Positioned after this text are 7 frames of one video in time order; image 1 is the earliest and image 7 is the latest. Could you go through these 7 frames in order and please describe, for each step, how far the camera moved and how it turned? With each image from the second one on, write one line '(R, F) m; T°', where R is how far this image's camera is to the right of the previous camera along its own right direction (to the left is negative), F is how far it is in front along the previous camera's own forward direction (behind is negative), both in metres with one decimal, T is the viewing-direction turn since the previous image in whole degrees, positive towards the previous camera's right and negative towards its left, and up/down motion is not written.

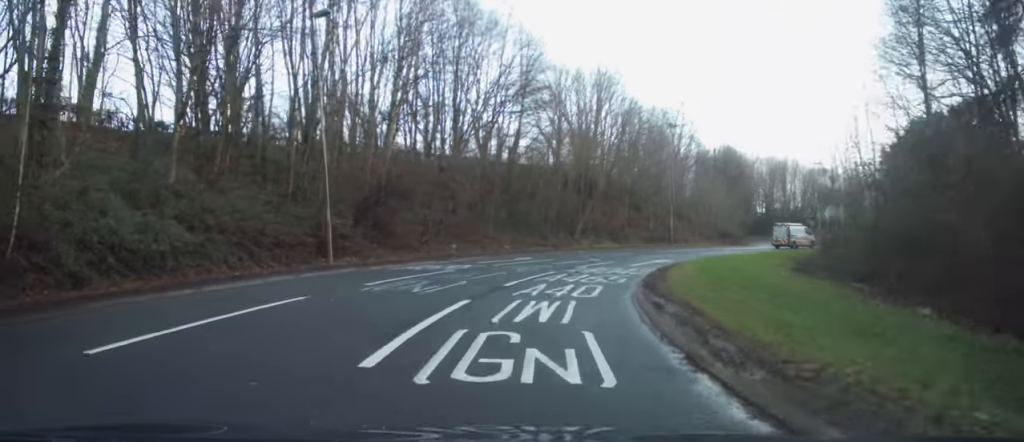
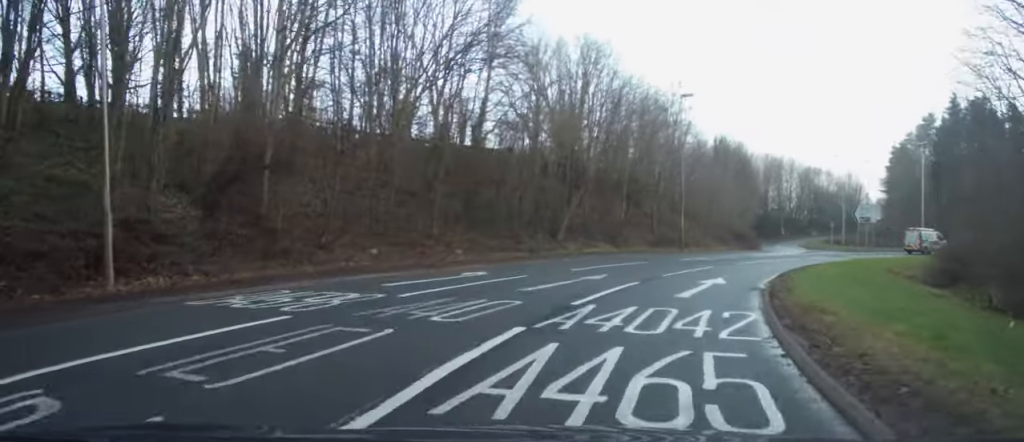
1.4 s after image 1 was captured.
(-0.3, +12.6) m; +3°
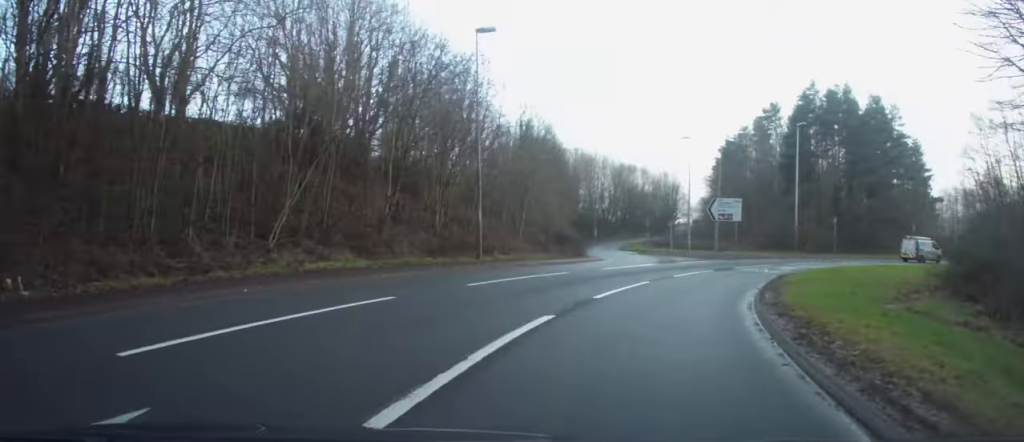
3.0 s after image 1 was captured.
(+2.2, +14.5) m; +17°
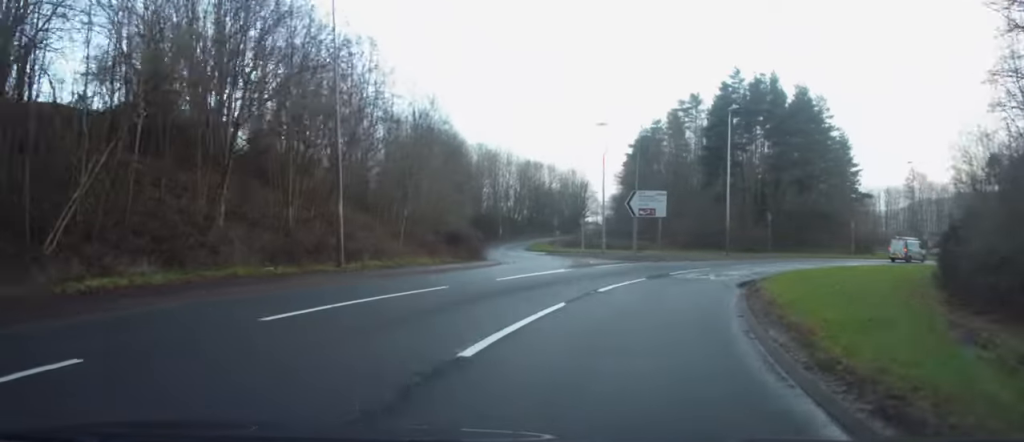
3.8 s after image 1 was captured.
(+0.1, +6.5) m; +7°
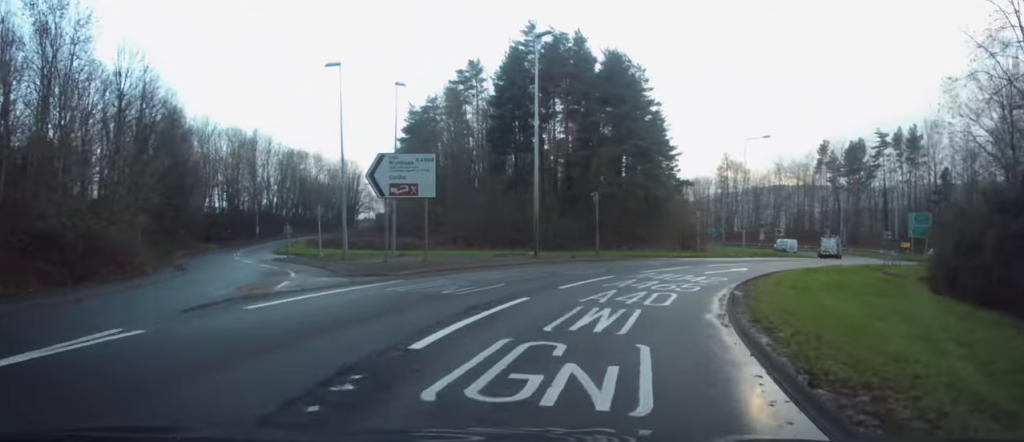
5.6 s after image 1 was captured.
(+2.9, +15.9) m; +19°
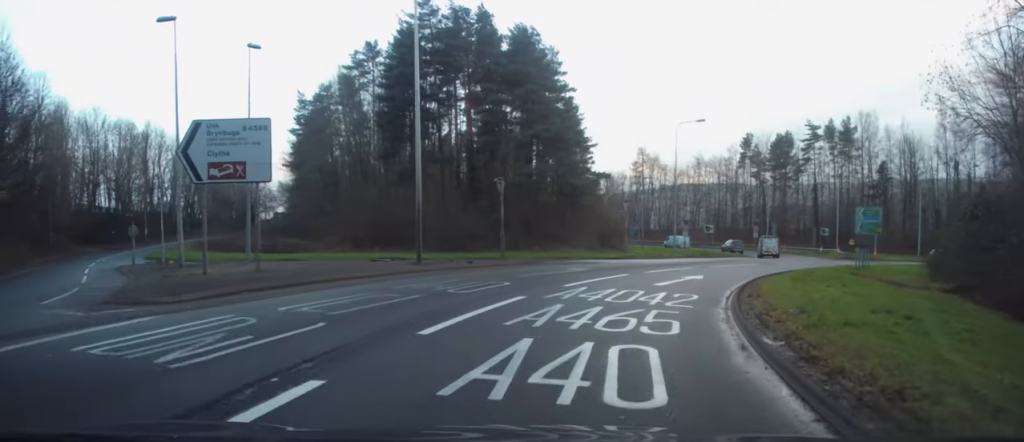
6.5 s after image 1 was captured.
(+0.5, +7.2) m; +8°
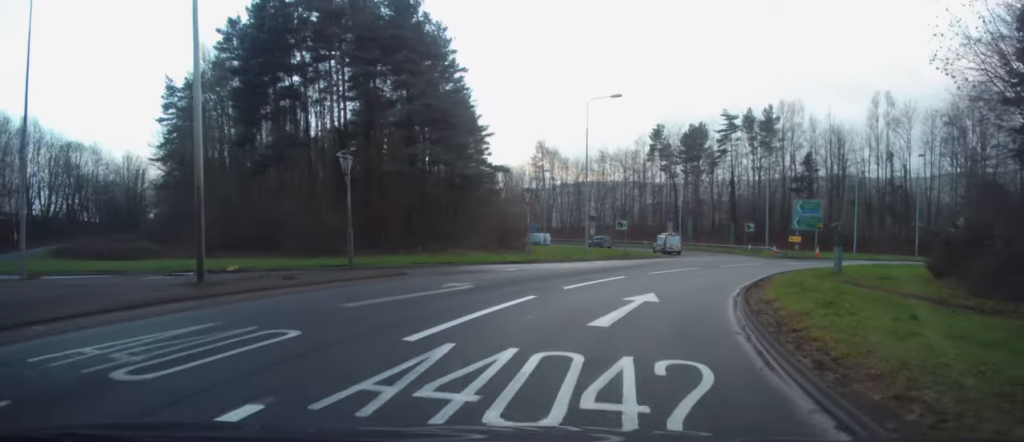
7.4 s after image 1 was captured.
(+0.7, +7.9) m; +10°
